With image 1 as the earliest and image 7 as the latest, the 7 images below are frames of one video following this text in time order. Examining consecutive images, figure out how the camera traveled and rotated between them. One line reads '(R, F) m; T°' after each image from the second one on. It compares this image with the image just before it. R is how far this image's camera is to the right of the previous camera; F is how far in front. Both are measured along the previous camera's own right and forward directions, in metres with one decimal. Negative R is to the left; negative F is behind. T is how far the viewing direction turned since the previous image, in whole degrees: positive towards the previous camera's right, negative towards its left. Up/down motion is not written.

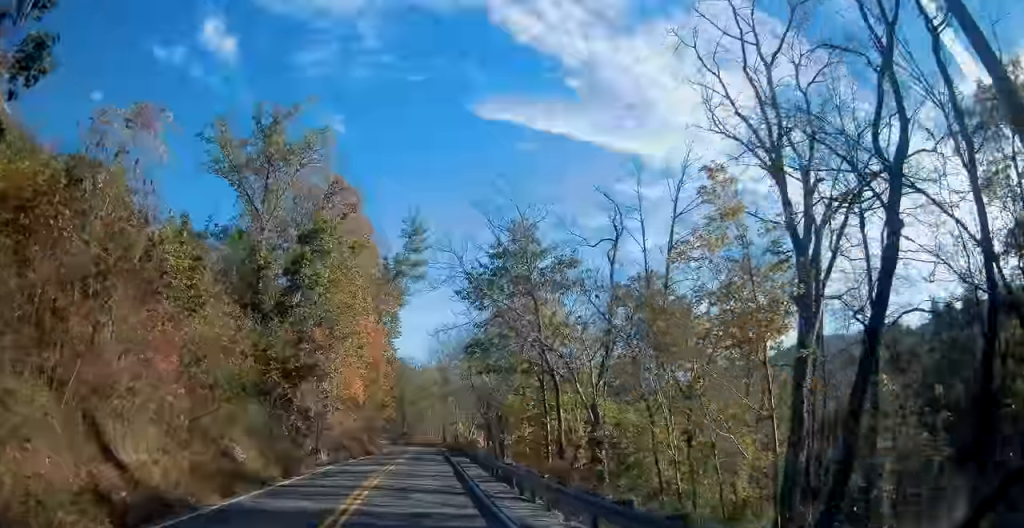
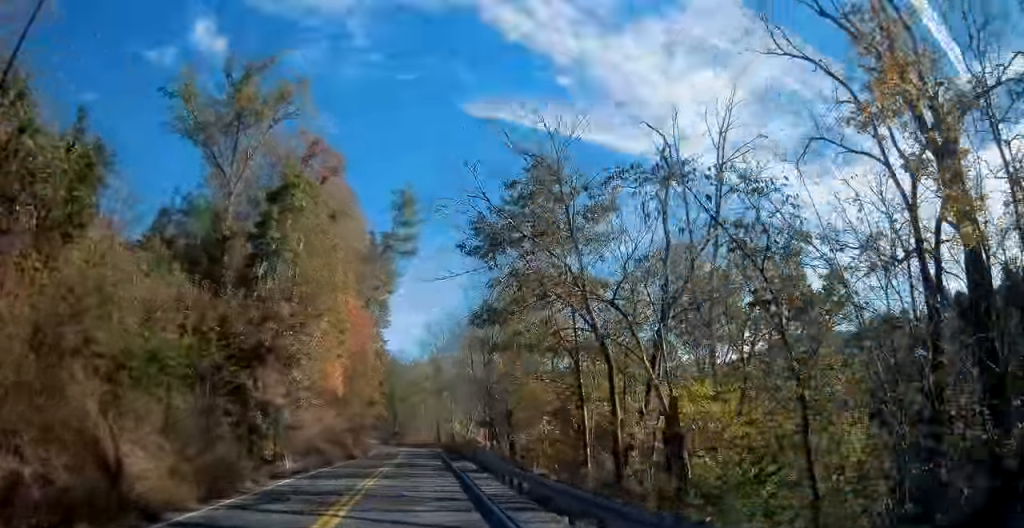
(0.0, +8.3) m; 0°
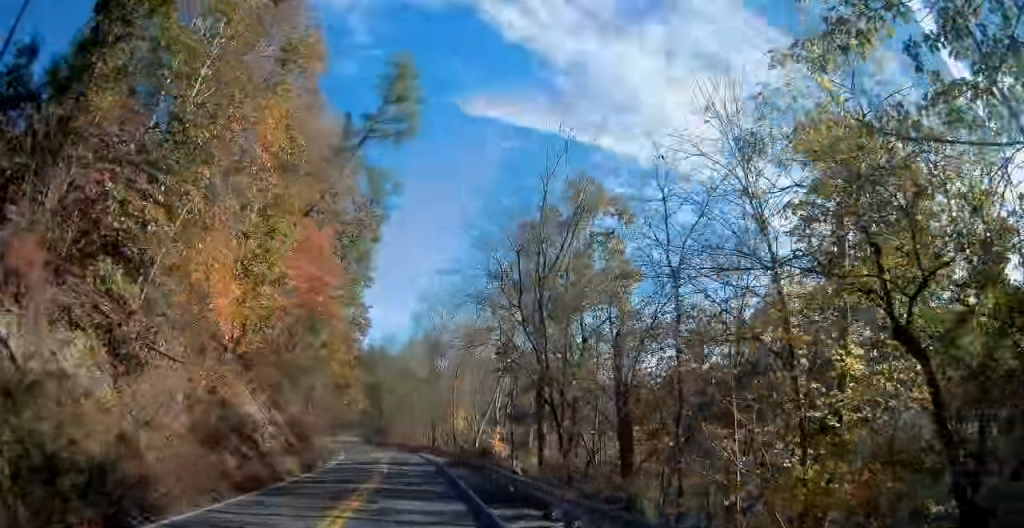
(+0.3, +22.8) m; +1°
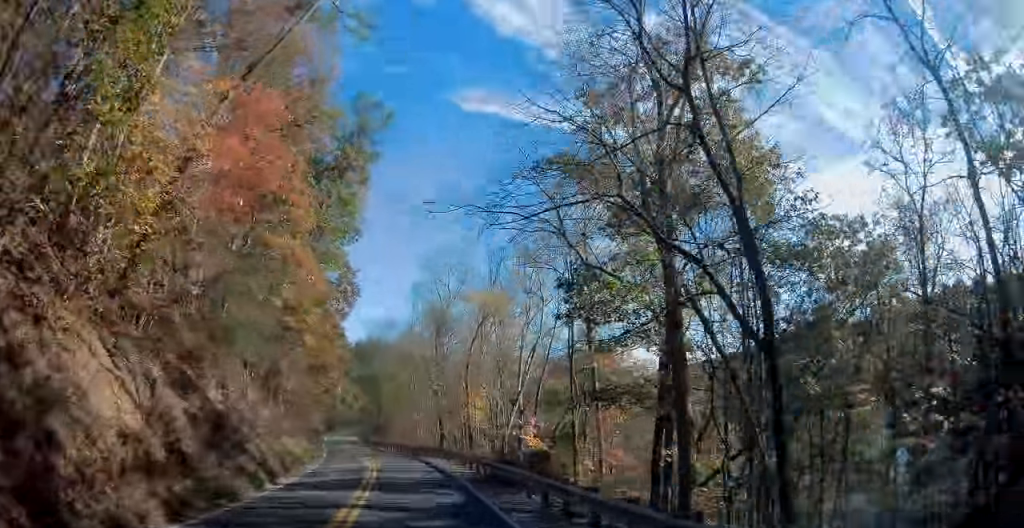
(+0.1, +15.1) m; +1°
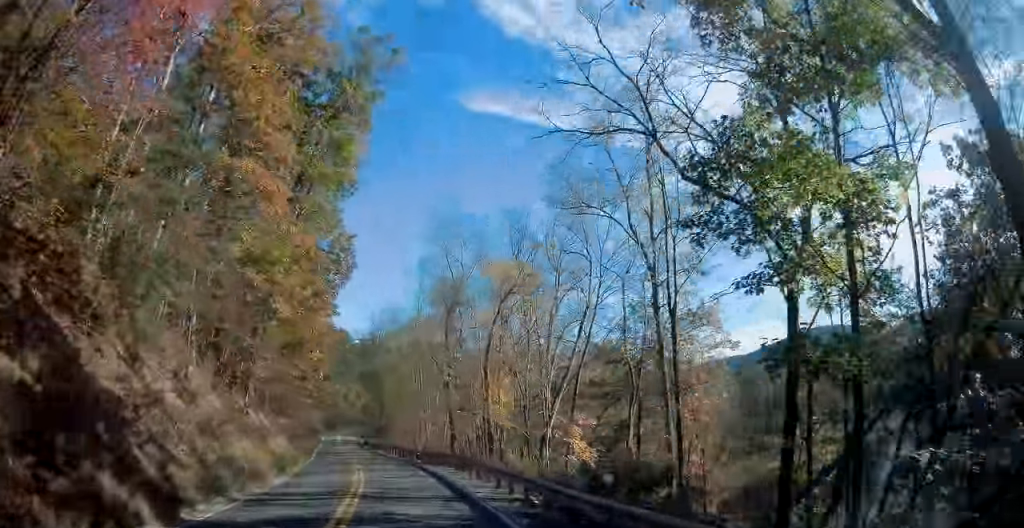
(0.0, +10.0) m; 0°
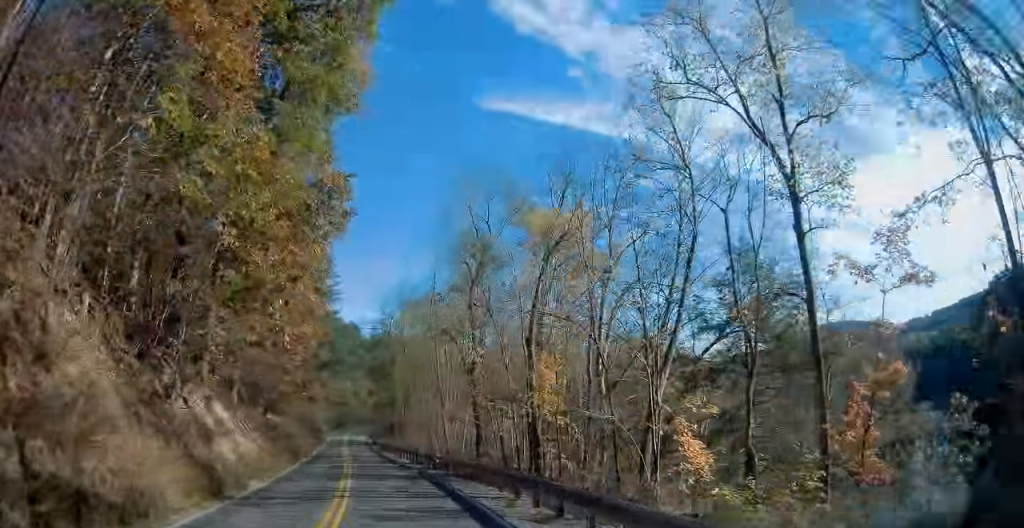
(+0.2, +11.1) m; -1°
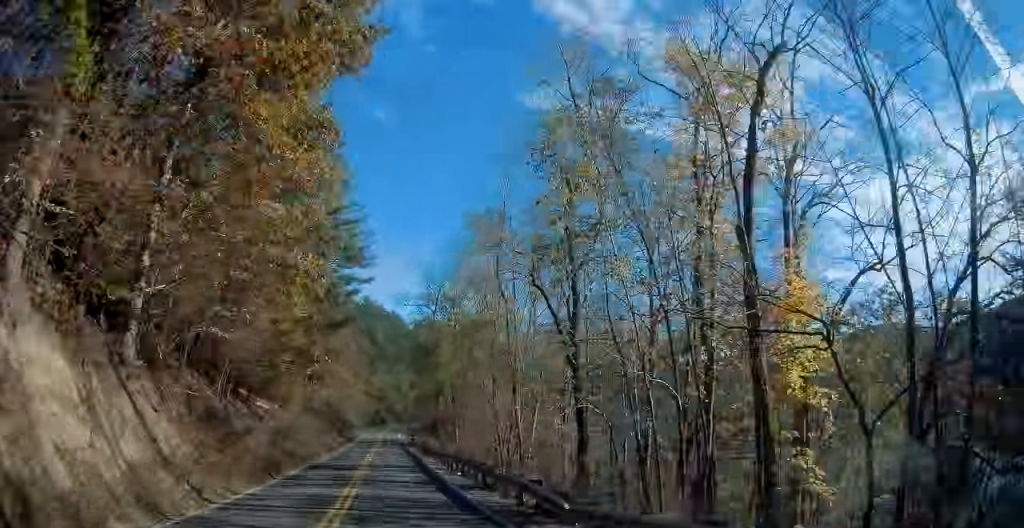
(-0.5, +17.0) m; -4°
